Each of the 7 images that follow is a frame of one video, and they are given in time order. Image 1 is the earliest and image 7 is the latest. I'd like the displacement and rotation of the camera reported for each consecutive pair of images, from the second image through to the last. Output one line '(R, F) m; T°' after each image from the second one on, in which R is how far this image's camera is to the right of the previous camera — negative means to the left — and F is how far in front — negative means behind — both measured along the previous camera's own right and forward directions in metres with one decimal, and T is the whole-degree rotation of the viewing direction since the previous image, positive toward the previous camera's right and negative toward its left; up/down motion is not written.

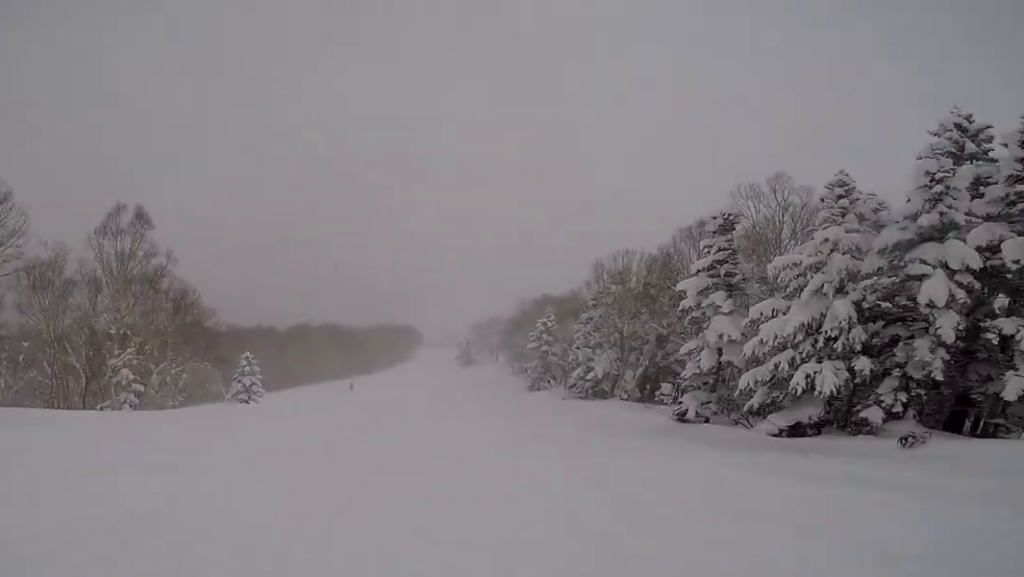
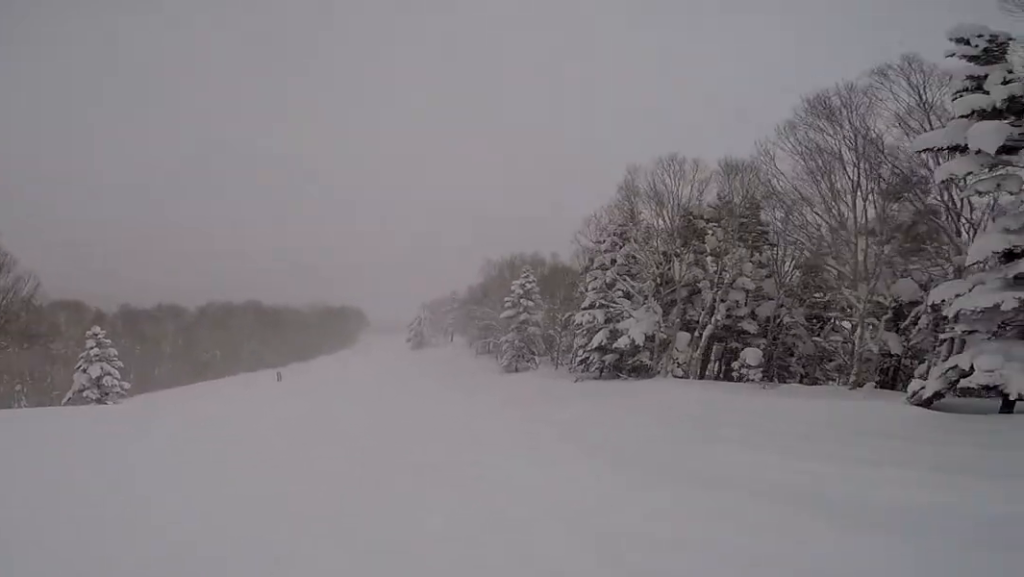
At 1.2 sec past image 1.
(-0.3, +14.0) m; -2°
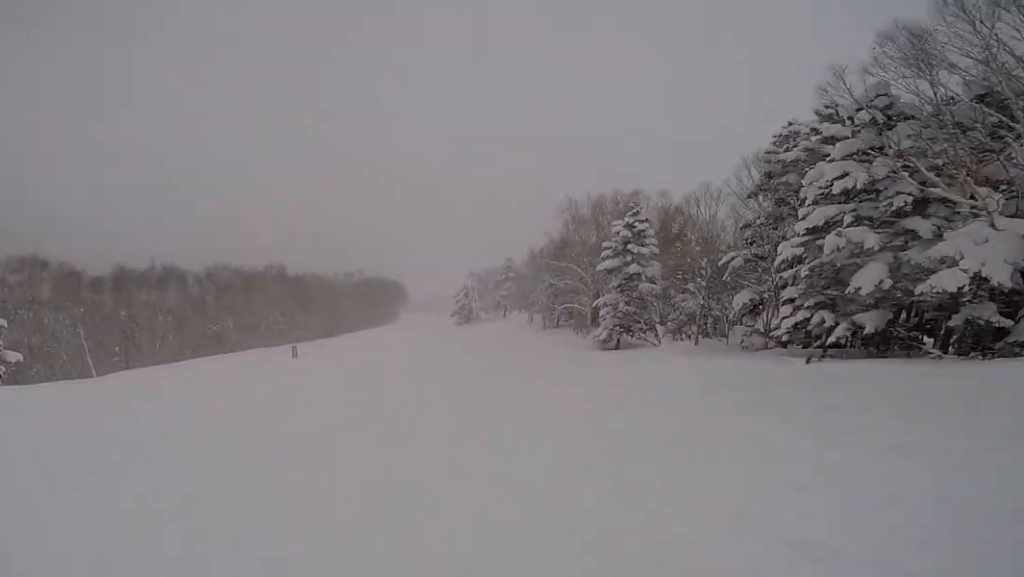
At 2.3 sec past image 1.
(-0.1, +13.1) m; -5°
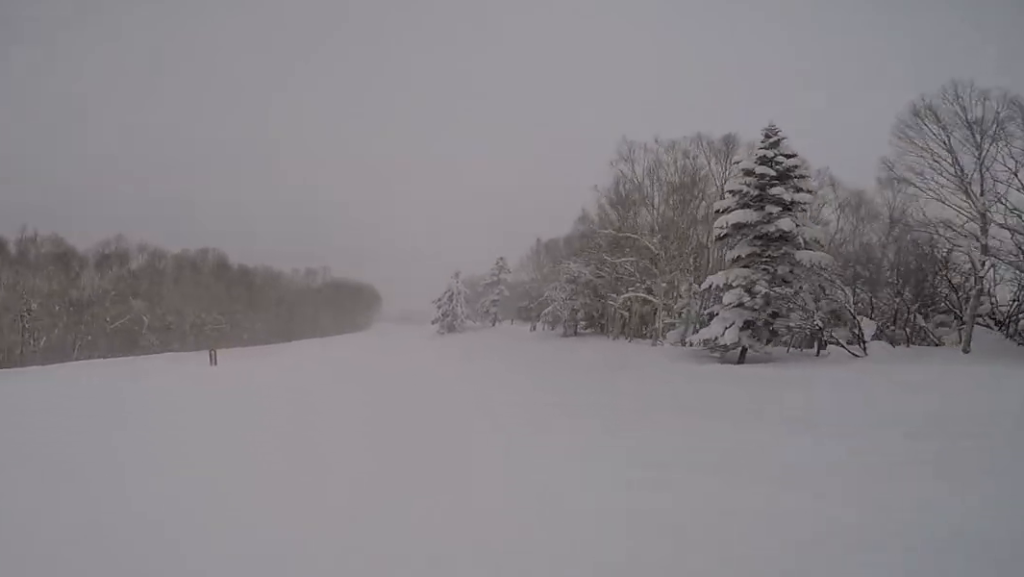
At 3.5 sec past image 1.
(-1.2, +13.6) m; -1°
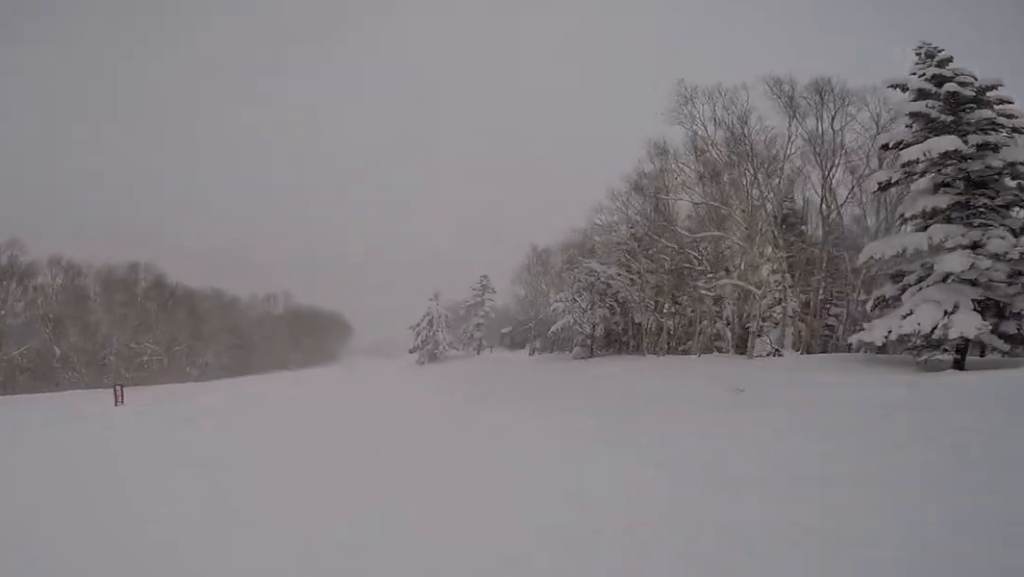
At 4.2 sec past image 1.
(+0.8, +8.5) m; +4°
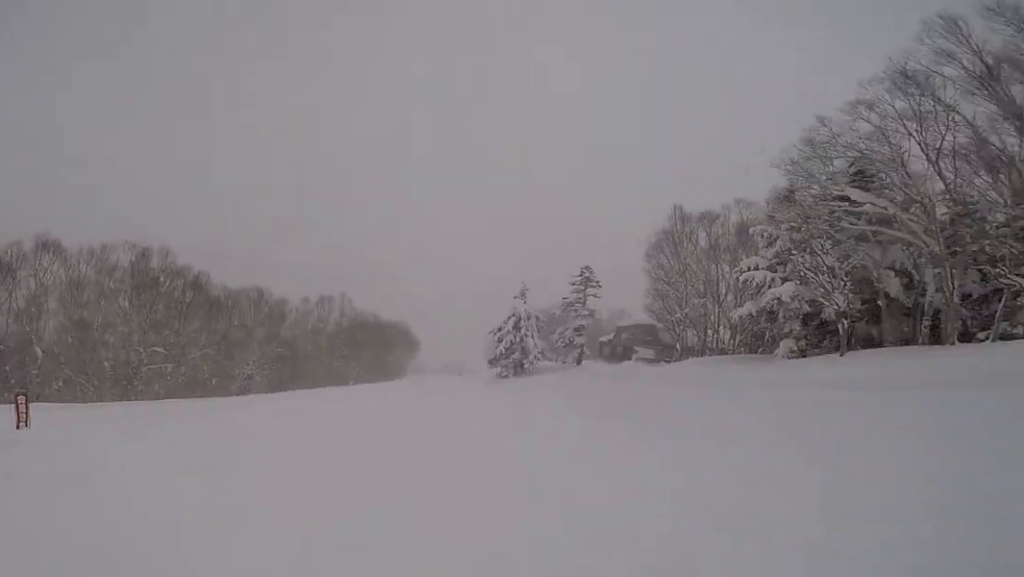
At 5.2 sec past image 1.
(+0.4, +12.0) m; +3°
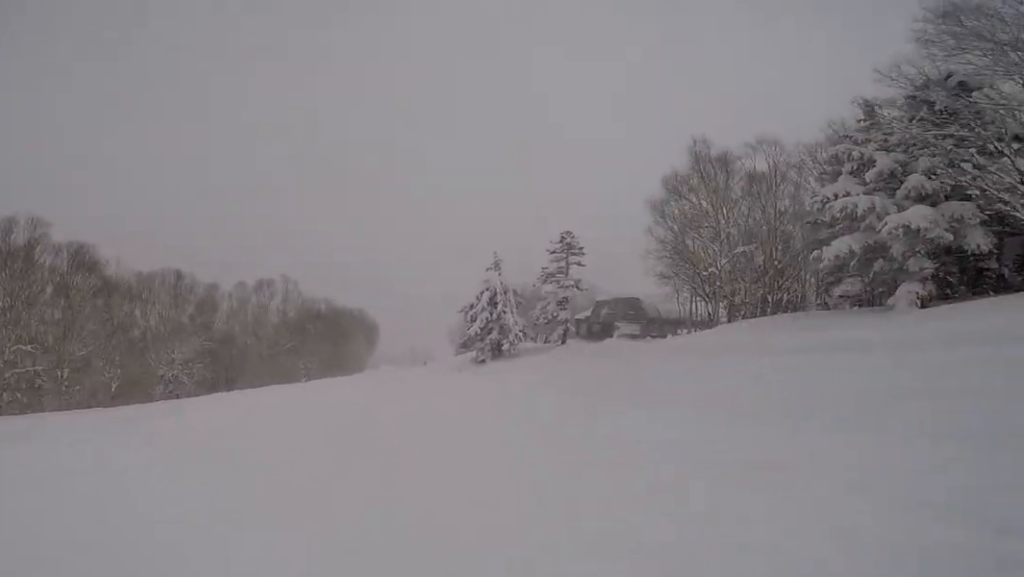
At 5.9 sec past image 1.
(+0.1, +7.9) m; +1°
